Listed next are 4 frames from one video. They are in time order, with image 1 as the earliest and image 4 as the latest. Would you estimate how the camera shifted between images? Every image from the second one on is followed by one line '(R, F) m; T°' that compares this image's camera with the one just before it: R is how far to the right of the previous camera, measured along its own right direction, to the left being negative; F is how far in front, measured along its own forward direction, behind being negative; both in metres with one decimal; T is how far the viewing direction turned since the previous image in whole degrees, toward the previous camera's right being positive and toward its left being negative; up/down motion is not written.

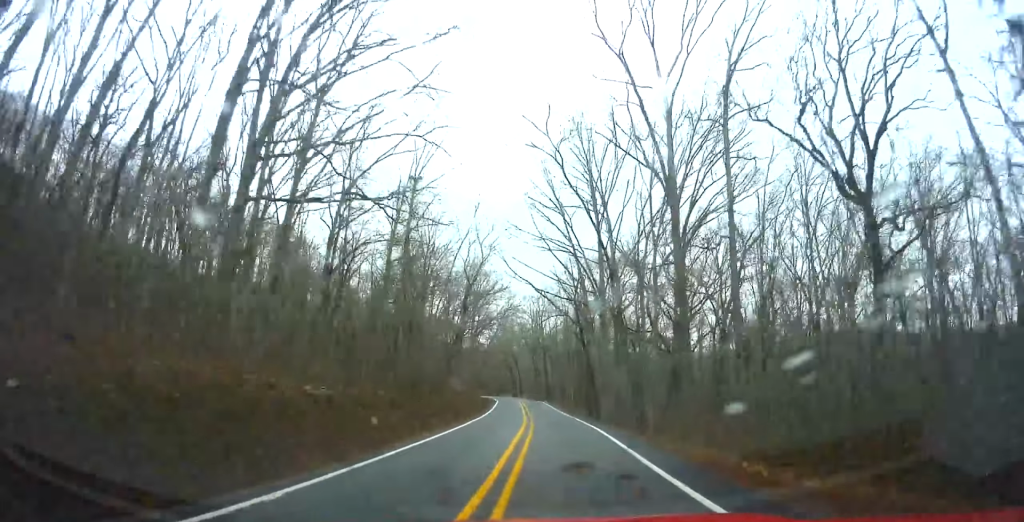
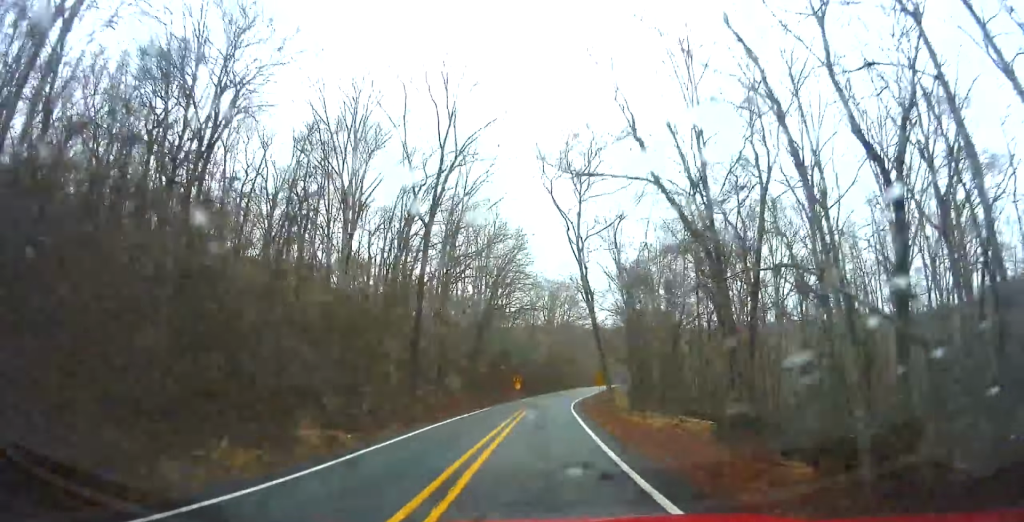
(+36.0, +166.0) m; +6°
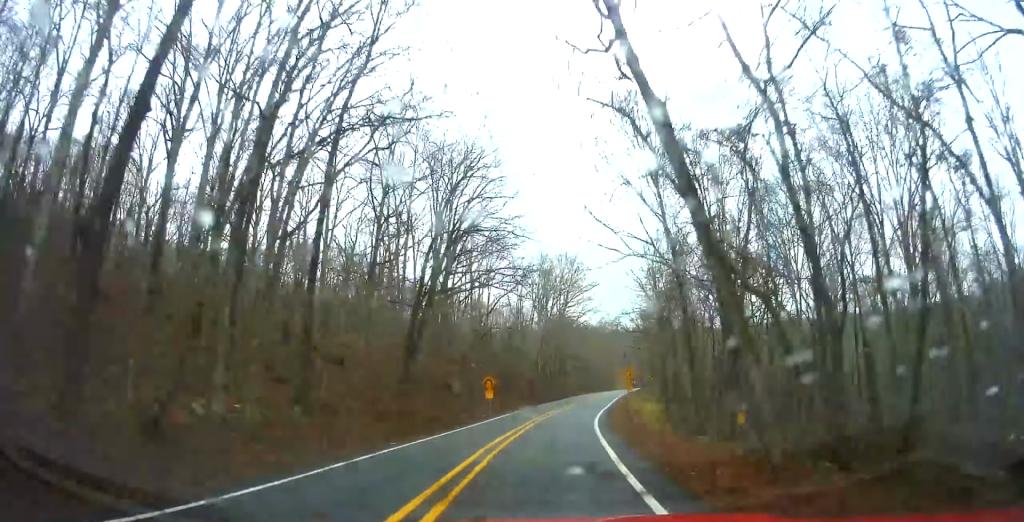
(-1.0, +28.0) m; -1°
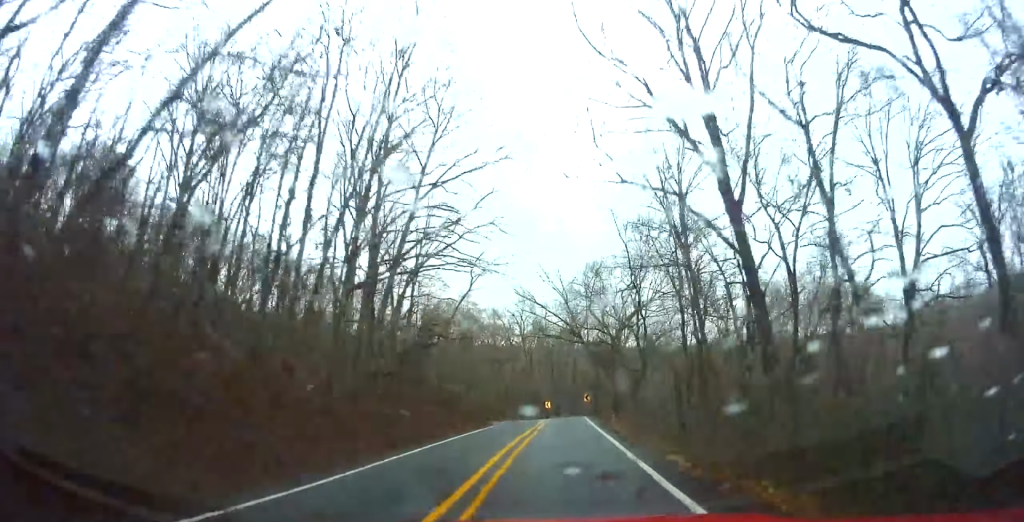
(-0.6, +51.4) m; +1°
